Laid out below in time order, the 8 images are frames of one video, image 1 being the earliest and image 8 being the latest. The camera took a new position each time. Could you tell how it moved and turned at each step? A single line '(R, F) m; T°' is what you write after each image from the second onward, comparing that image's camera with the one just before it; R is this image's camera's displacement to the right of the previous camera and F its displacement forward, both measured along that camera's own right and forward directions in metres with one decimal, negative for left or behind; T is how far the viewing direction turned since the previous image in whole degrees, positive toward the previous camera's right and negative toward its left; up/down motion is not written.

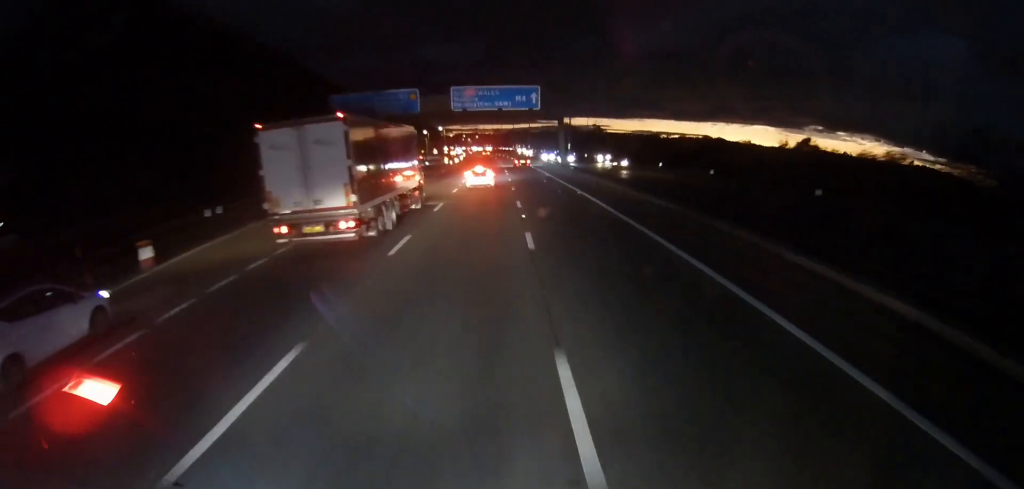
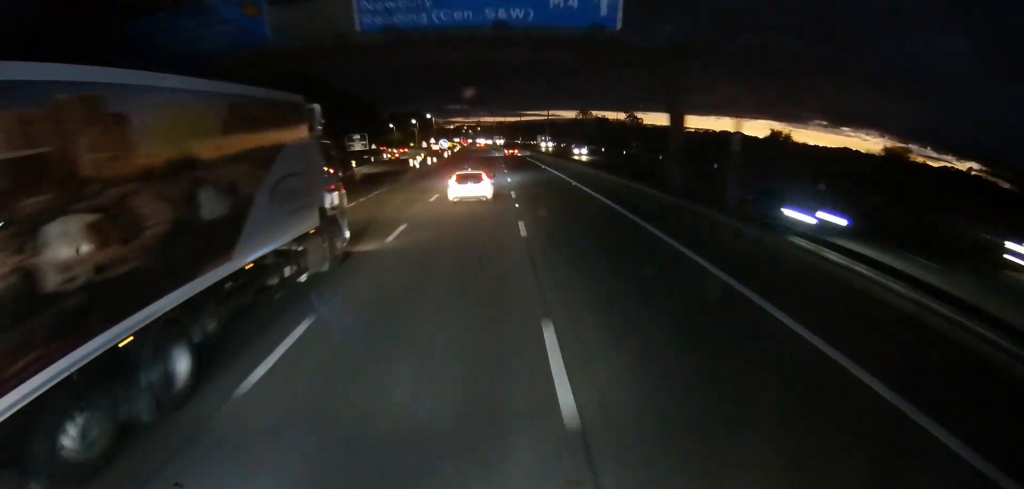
(0.0, +35.5) m; 0°
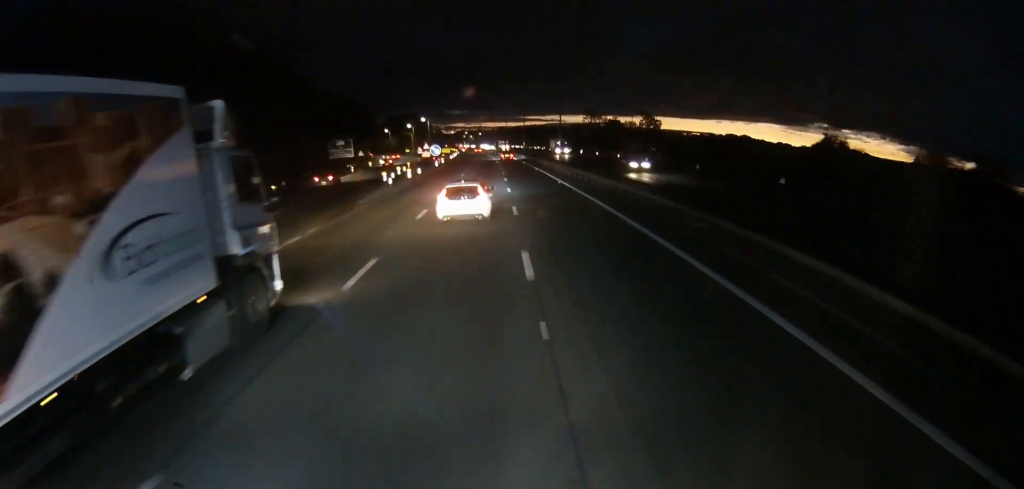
(0.0, +12.7) m; 0°
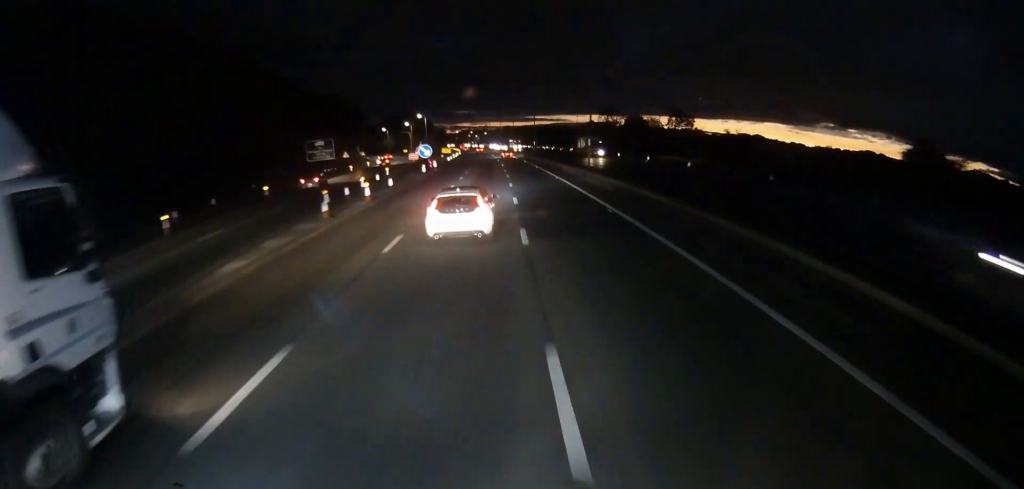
(0.0, +15.2) m; -1°
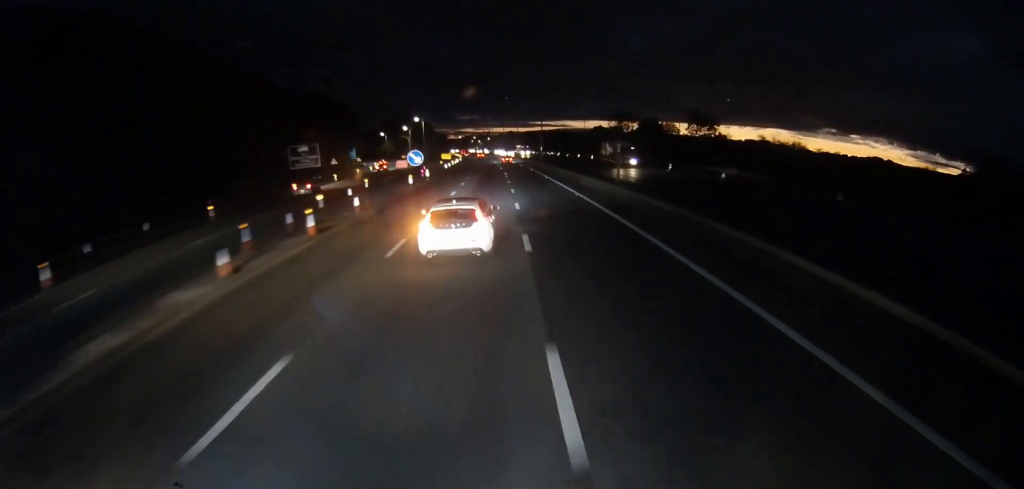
(+0.2, +9.2) m; -1°
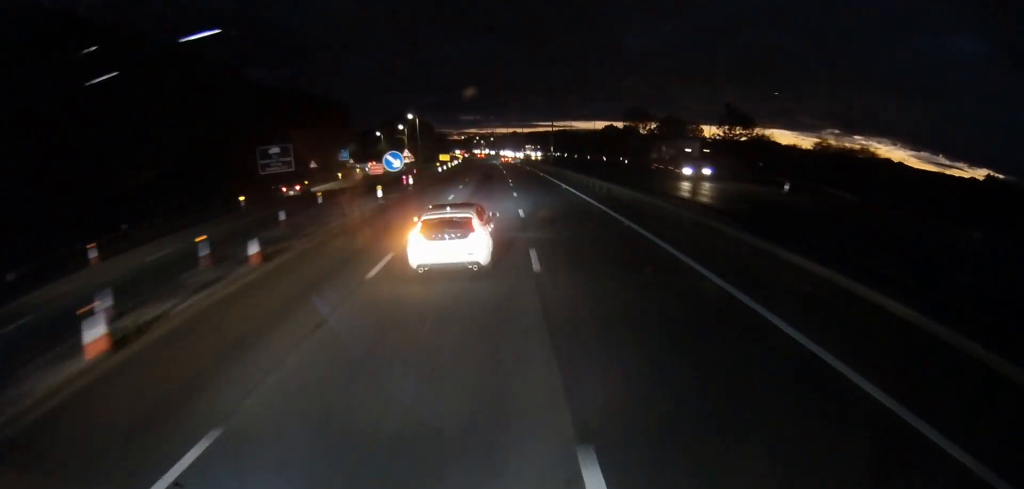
(-0.5, +11.6) m; -1°
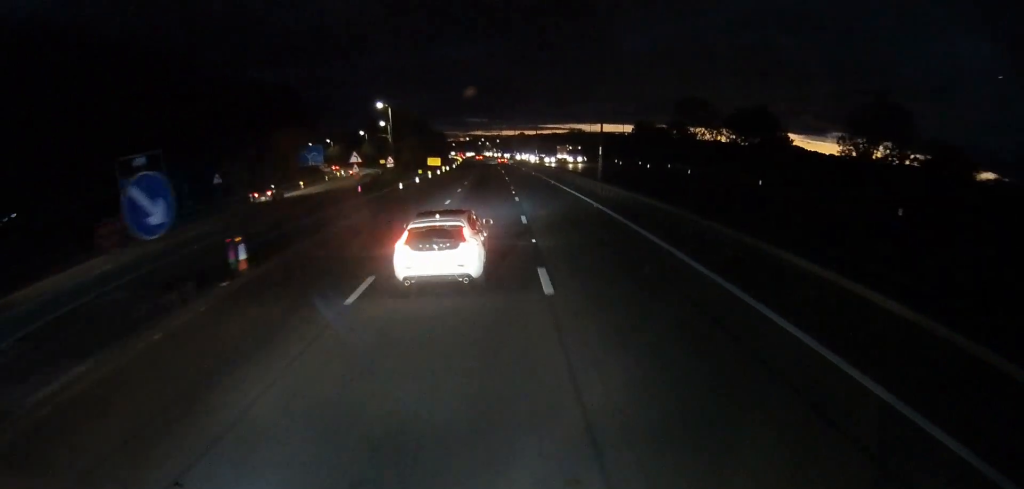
(0.0, +29.0) m; +1°
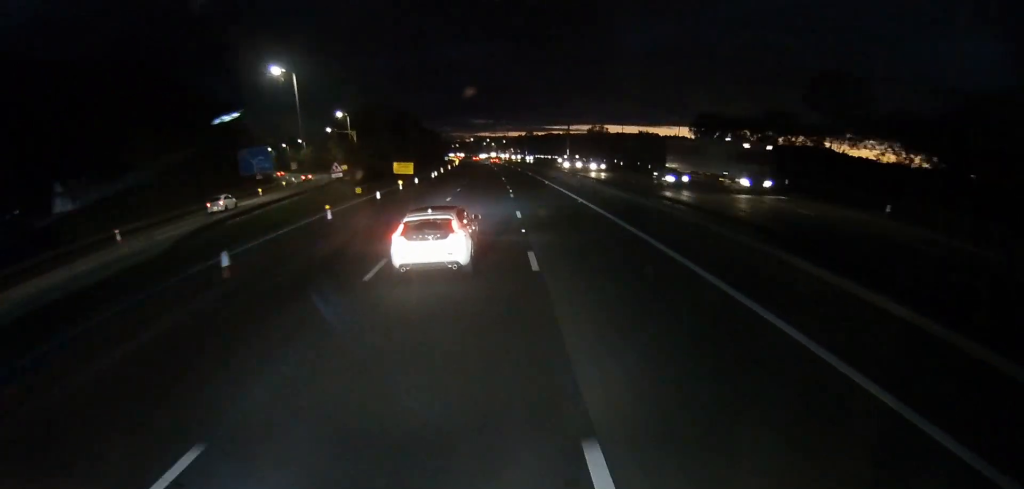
(-0.4, +34.9) m; -1°
